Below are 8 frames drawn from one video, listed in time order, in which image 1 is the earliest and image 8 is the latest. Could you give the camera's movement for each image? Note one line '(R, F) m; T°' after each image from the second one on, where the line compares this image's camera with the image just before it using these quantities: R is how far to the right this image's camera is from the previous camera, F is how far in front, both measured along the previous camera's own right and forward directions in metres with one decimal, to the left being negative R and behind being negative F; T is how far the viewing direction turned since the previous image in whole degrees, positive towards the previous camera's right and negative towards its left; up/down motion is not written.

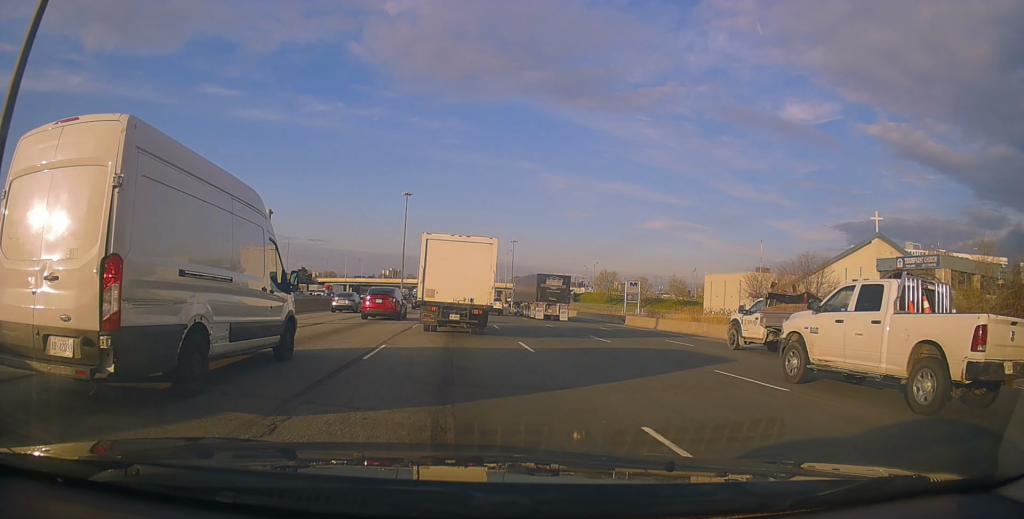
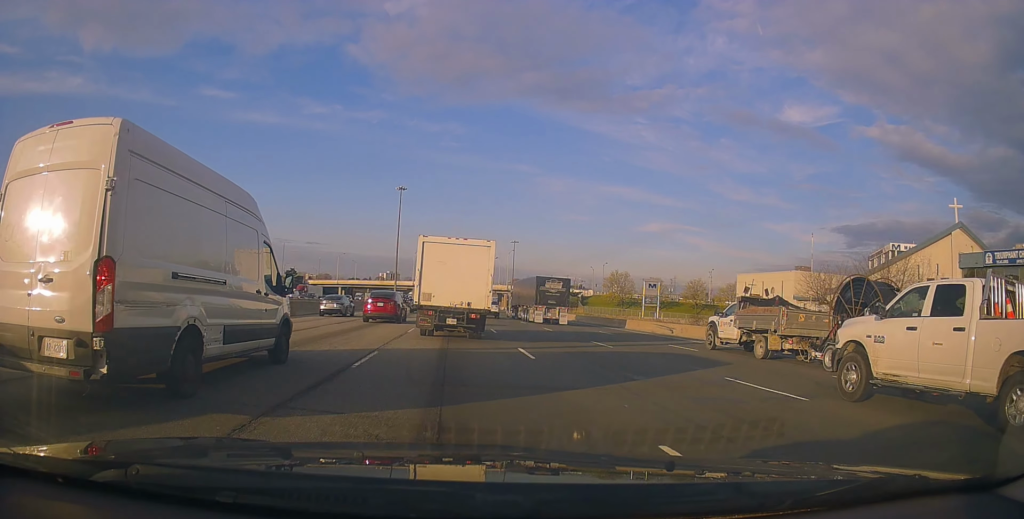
(+0.1, +13.3) m; 0°
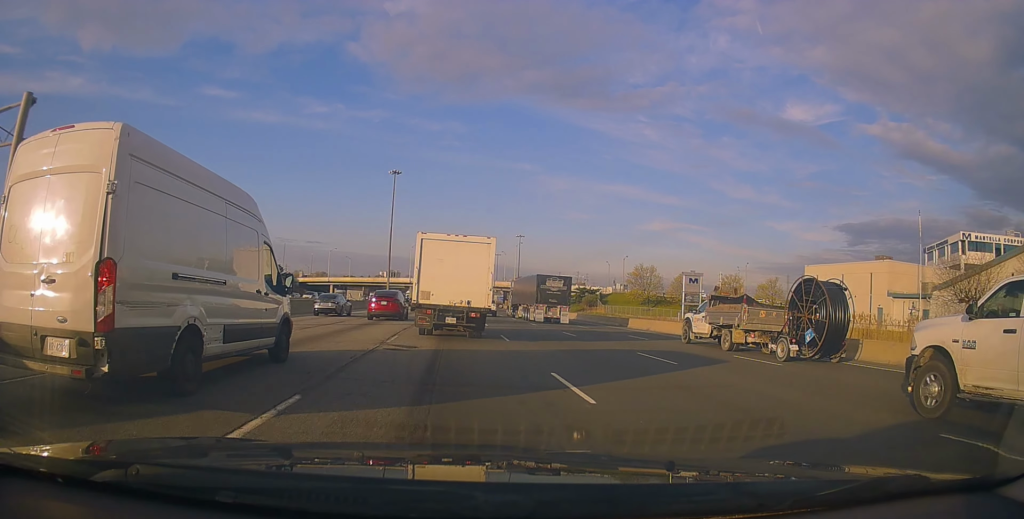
(+0.1, +19.0) m; 0°
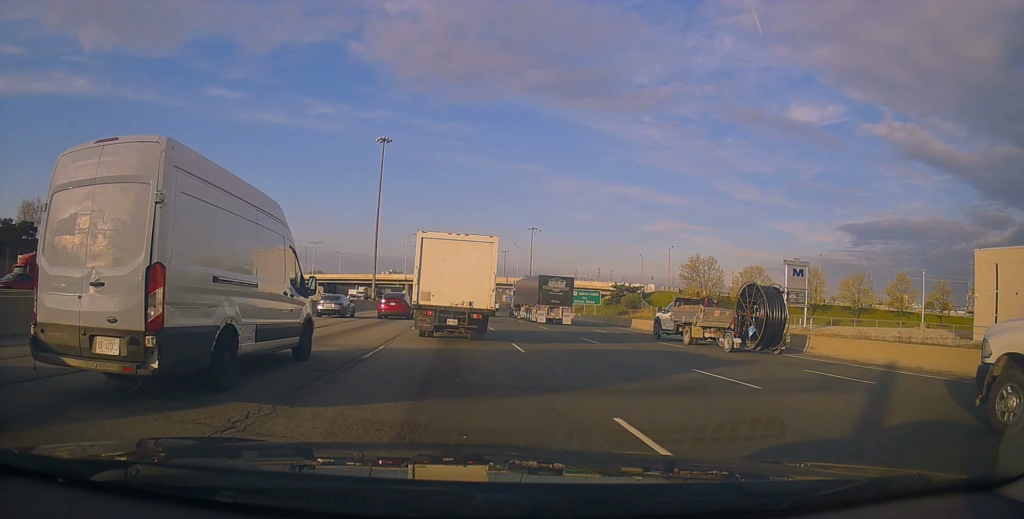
(-0.3, +28.5) m; -1°
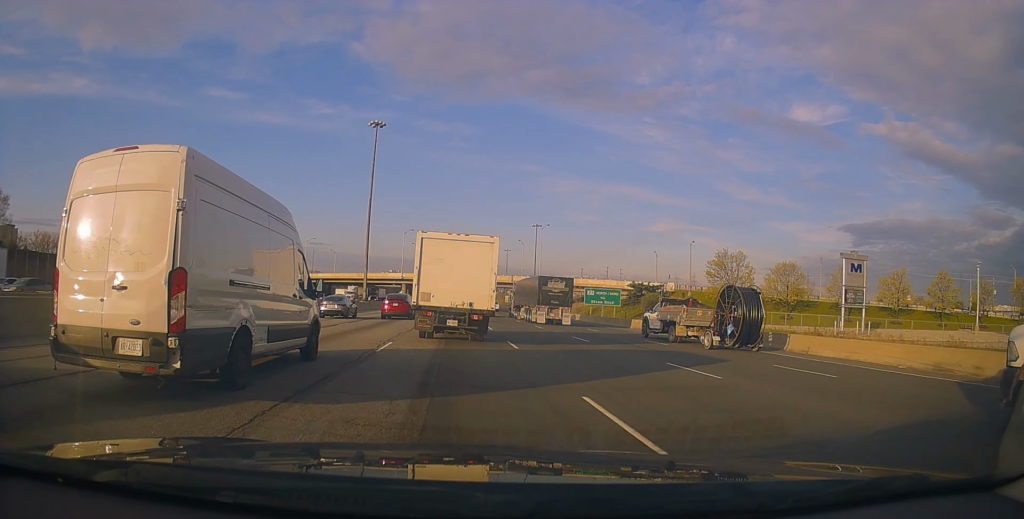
(+0.2, +10.4) m; 0°
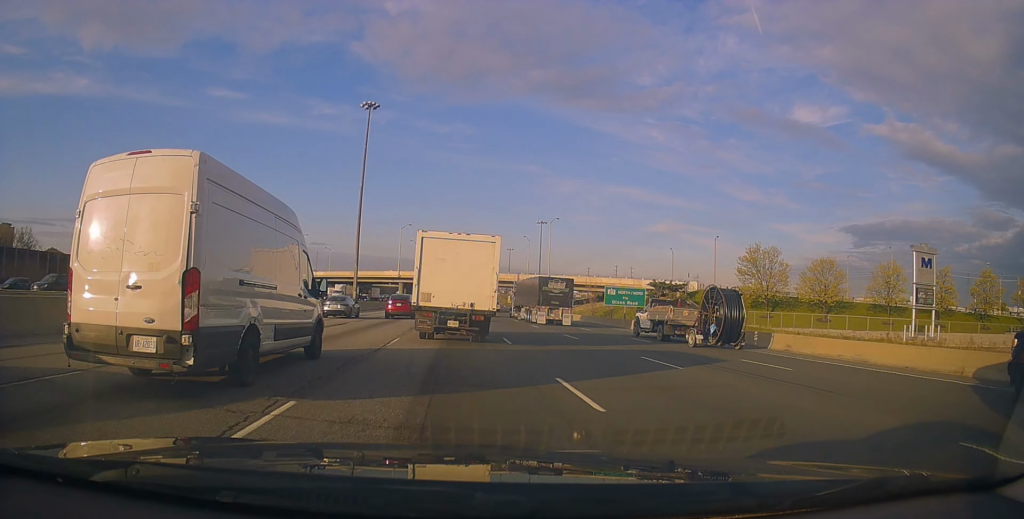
(-0.2, +9.6) m; +1°
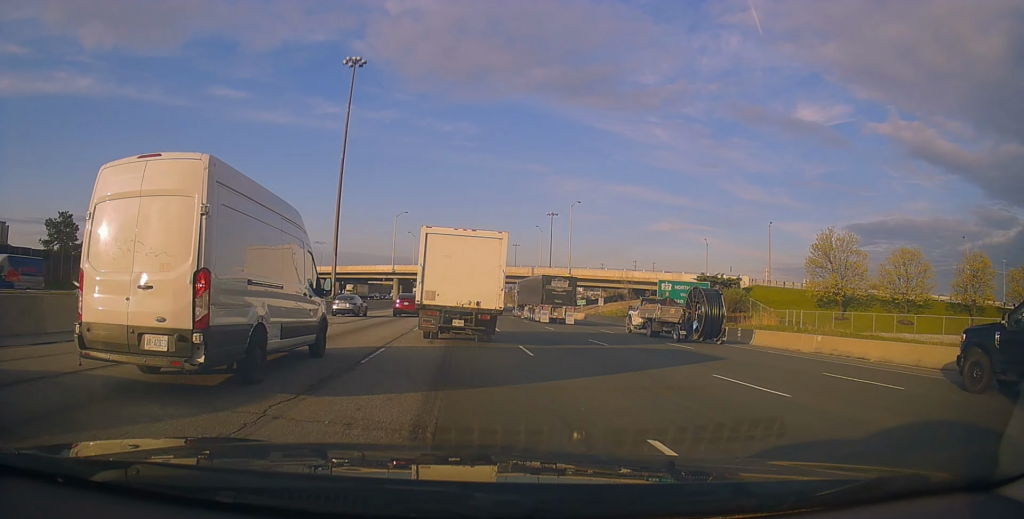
(+0.4, +16.3) m; -1°
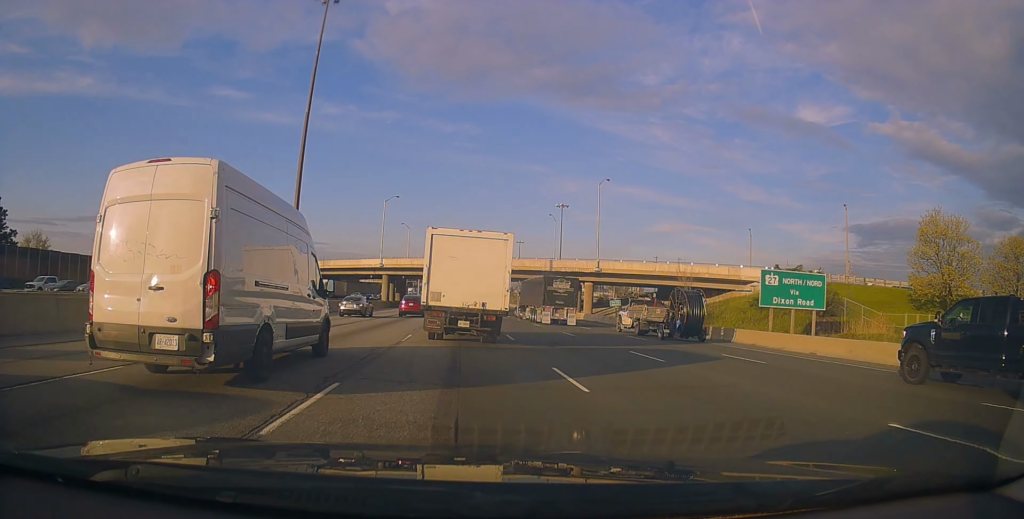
(-0.9, +17.1) m; -2°
